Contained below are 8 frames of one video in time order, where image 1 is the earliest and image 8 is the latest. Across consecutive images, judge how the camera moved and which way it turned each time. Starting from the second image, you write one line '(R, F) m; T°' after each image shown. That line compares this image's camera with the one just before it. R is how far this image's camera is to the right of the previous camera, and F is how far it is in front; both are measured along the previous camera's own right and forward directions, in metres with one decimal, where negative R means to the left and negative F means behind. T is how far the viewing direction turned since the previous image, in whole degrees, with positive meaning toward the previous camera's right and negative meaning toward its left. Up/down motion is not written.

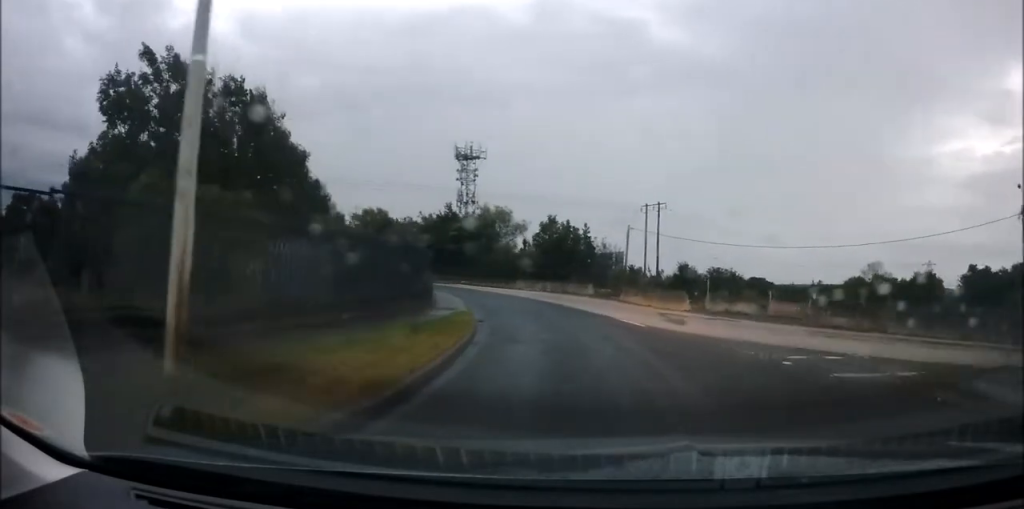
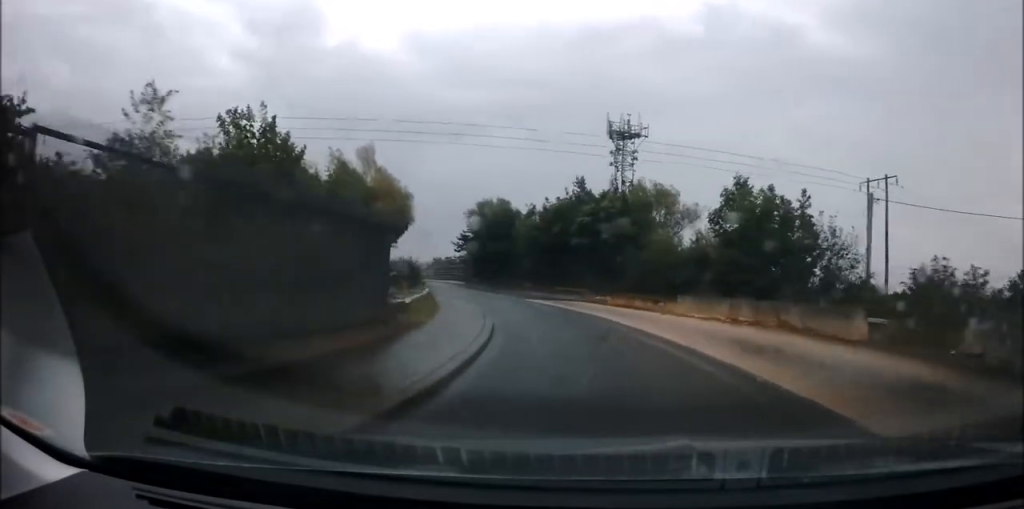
(-3.3, +22.2) m; -16°
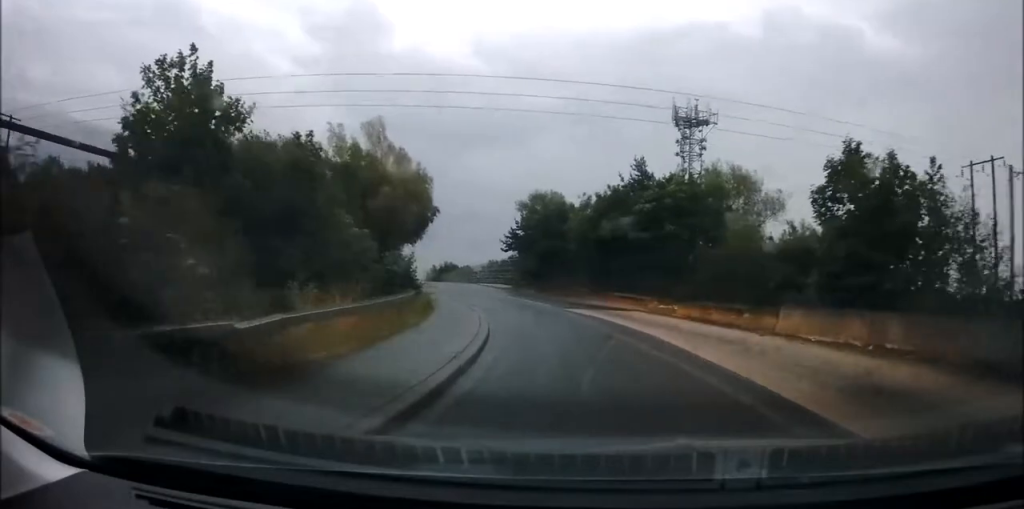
(-0.3, +7.6) m; -7°
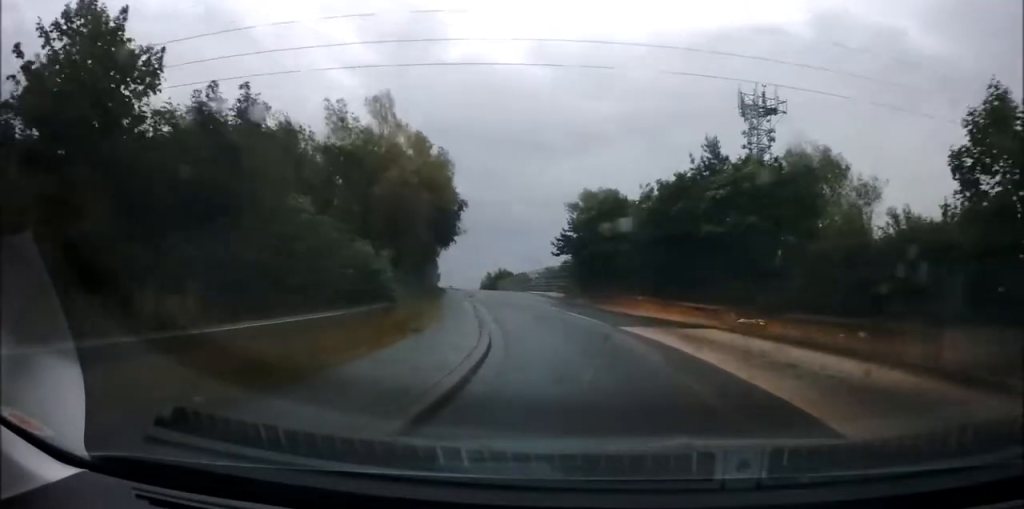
(-0.4, +6.3) m; -6°
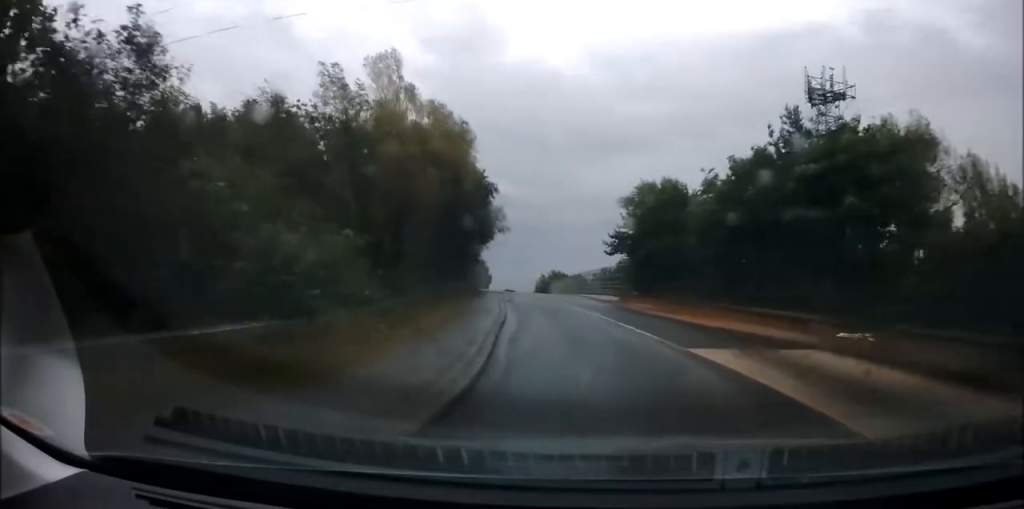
(-0.1, +5.3) m; -5°
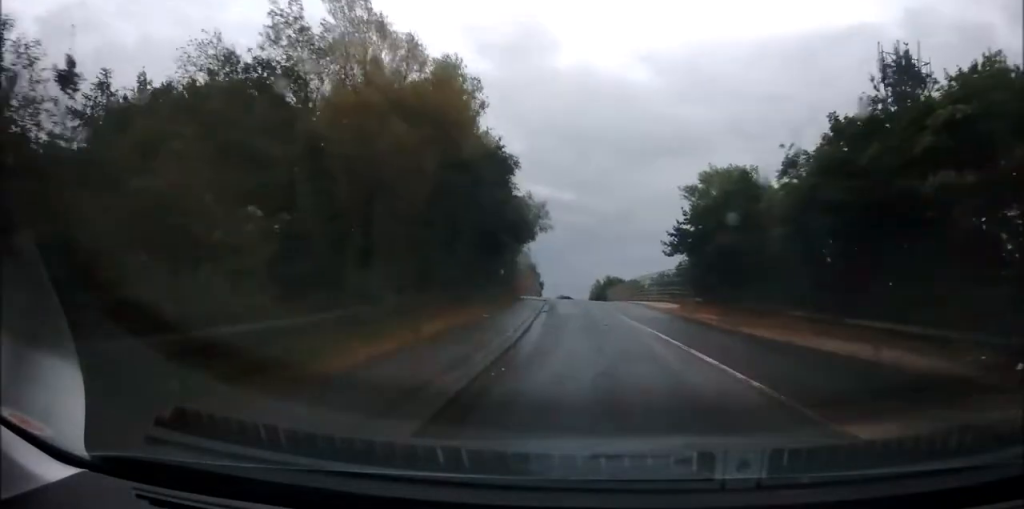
(-0.6, +6.4) m; -5°
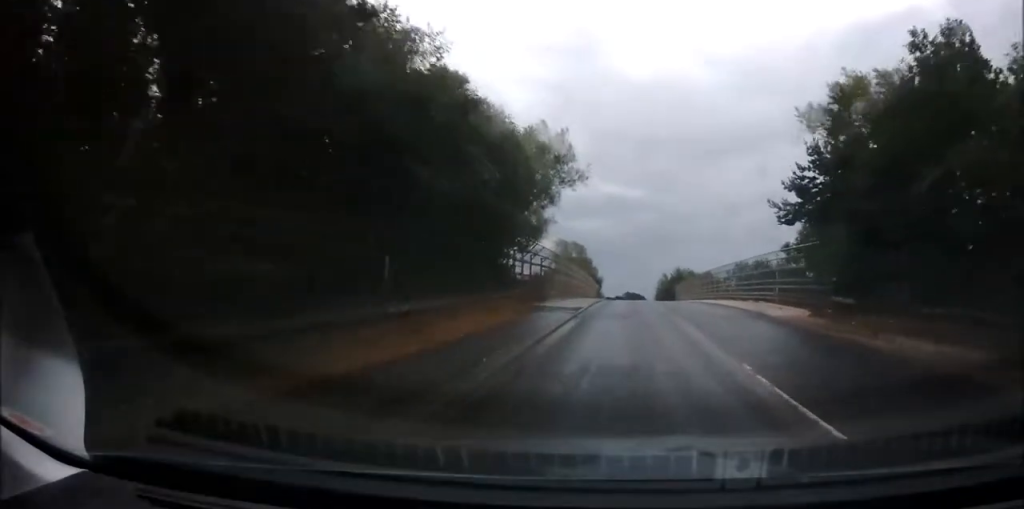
(-0.9, +17.1) m; -4°
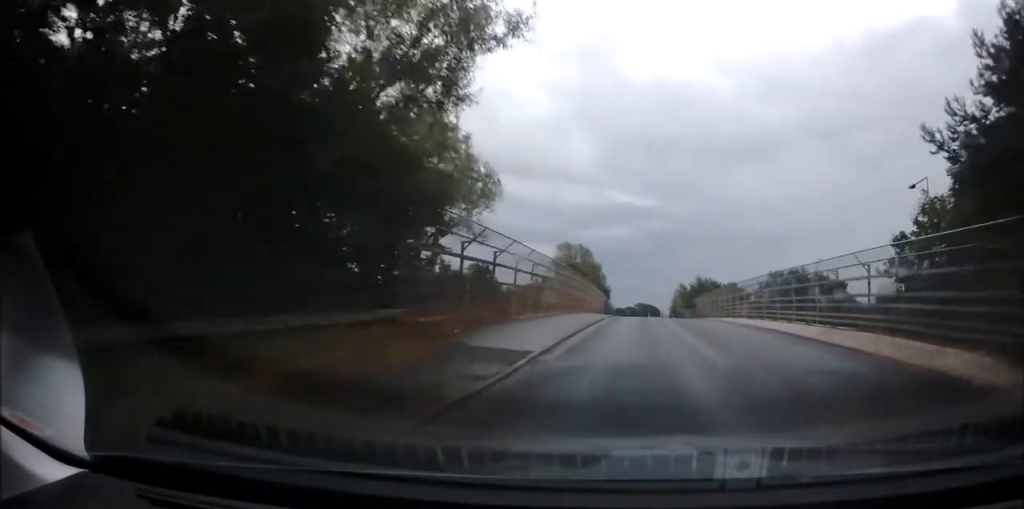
(-0.4, +14.0) m; -2°
